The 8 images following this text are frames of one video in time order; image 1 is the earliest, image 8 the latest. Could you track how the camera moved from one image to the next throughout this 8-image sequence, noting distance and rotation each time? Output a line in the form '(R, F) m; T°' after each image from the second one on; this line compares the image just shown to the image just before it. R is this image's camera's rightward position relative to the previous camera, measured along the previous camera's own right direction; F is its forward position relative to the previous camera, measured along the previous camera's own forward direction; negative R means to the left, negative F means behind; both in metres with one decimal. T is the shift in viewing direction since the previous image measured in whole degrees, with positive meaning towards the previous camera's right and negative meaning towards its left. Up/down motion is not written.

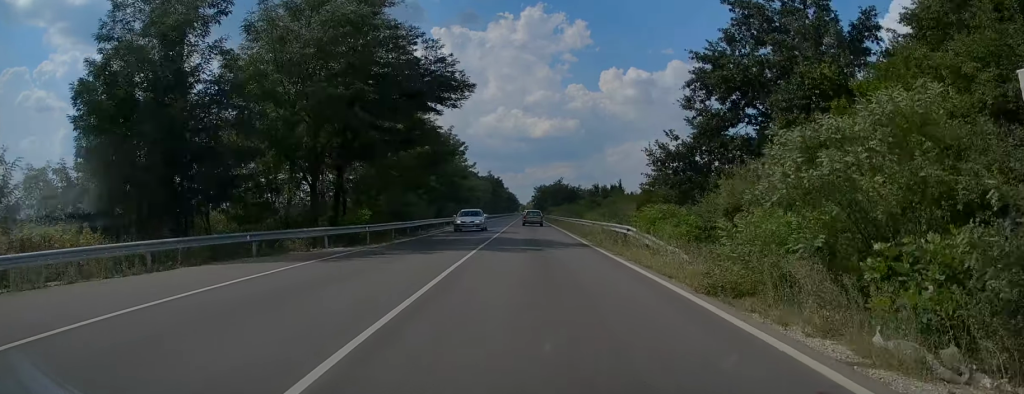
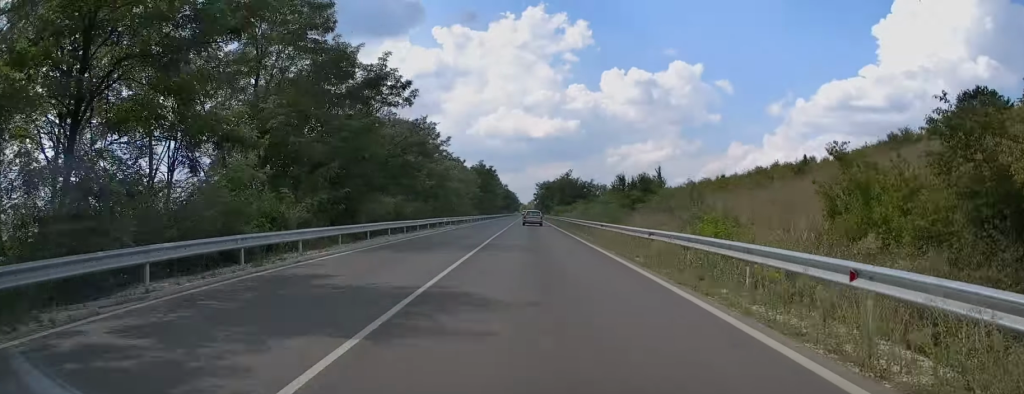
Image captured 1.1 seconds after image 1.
(-0.3, +28.5) m; 0°
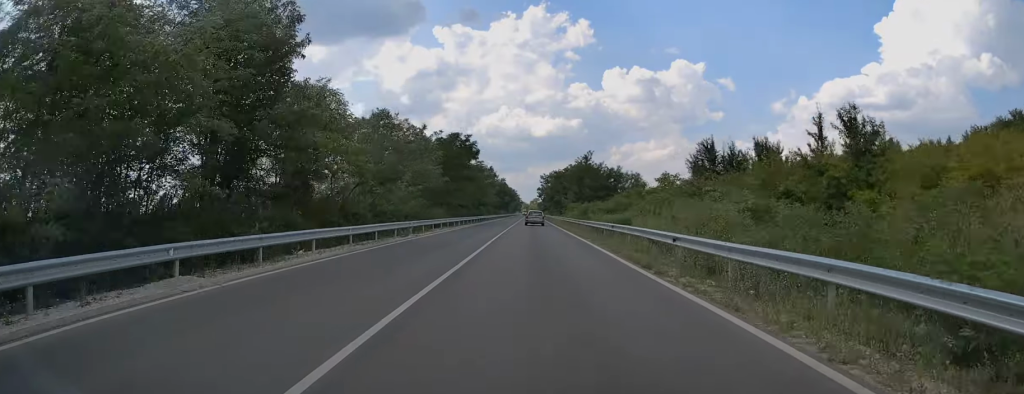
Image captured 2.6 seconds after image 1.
(+0.5, +38.9) m; 0°
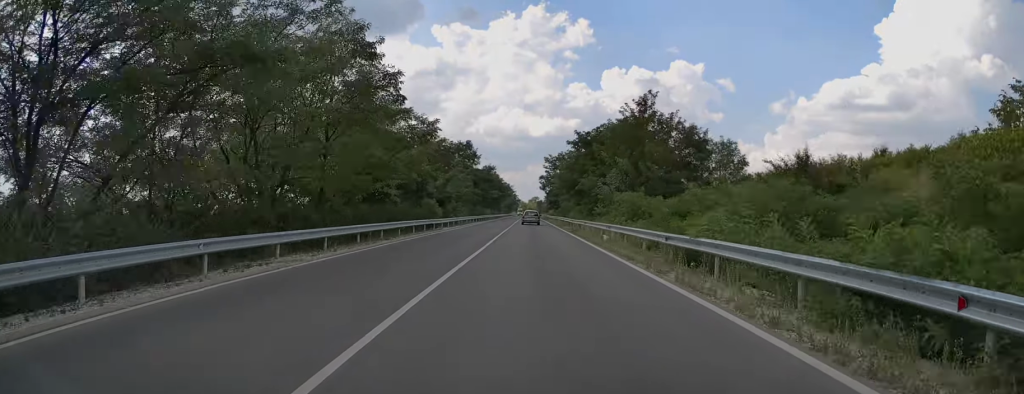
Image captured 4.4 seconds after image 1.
(-0.4, +46.8) m; 0°
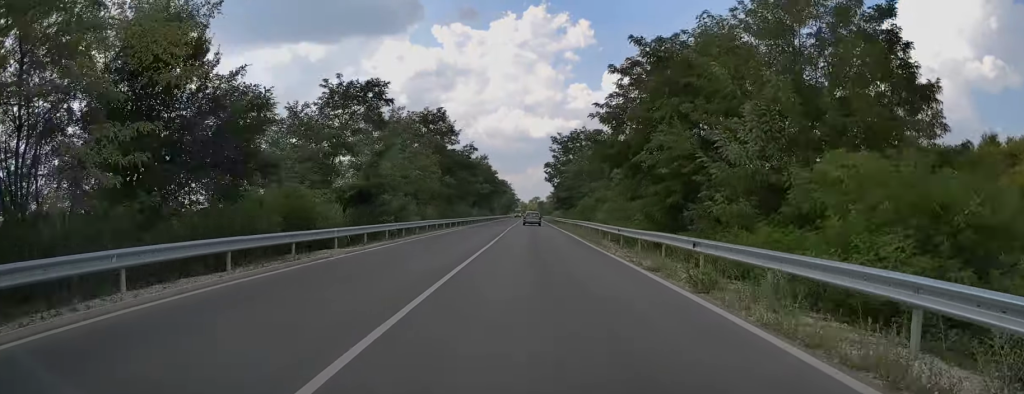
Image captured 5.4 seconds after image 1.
(0.0, +26.9) m; 0°
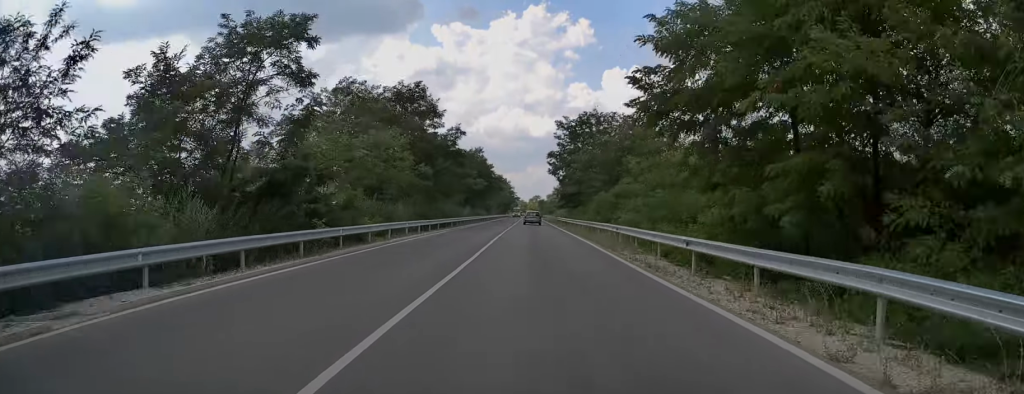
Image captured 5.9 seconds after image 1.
(-0.2, +11.2) m; 0°
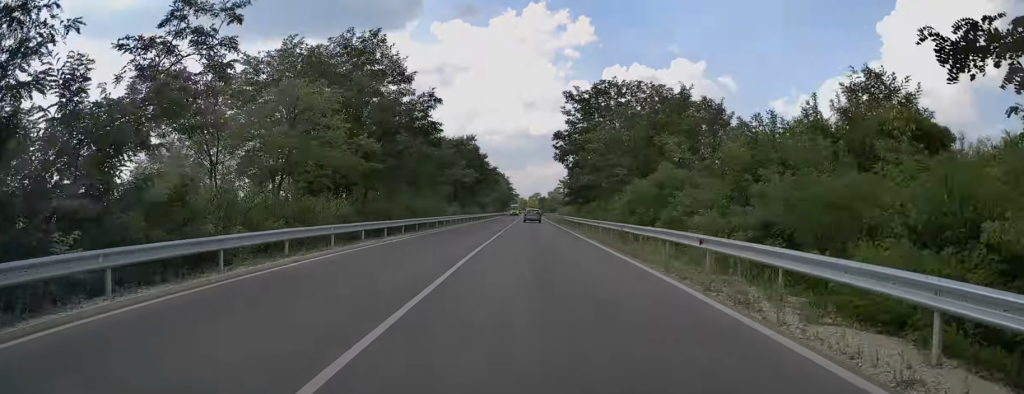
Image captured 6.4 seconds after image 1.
(+0.2, +13.0) m; 0°
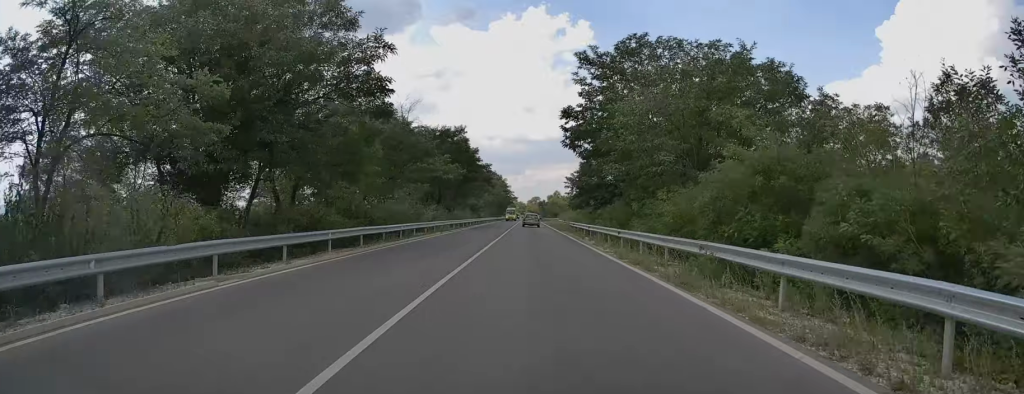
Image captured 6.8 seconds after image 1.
(+0.2, +12.2) m; 0°
